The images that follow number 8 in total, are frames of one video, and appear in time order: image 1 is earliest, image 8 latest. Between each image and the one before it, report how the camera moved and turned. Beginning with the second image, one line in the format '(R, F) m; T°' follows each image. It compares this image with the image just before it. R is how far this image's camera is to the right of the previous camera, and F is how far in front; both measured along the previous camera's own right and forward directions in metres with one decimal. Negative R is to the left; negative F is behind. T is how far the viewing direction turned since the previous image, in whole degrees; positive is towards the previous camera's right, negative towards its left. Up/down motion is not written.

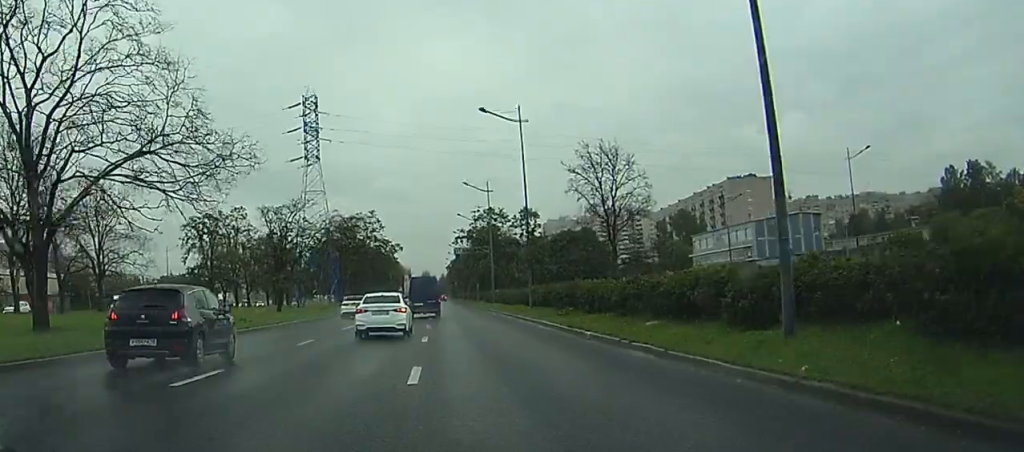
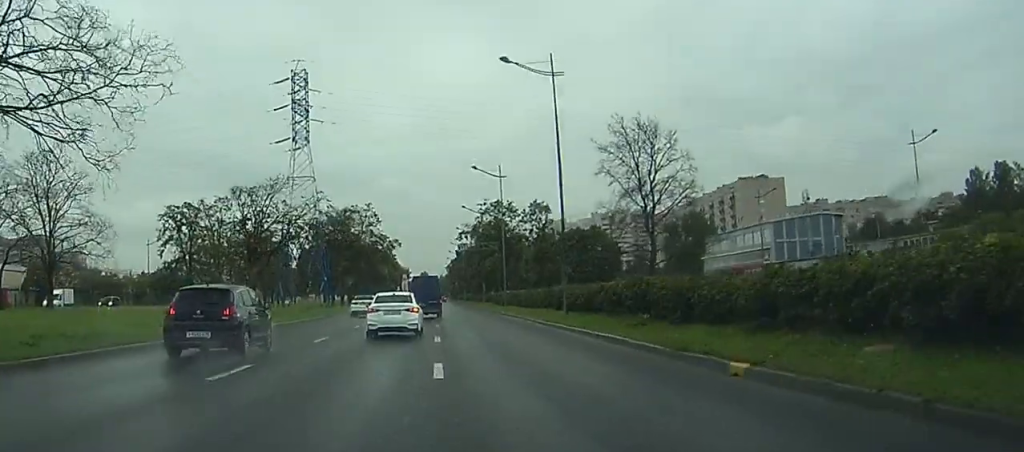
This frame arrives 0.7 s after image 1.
(-0.1, +11.5) m; 0°
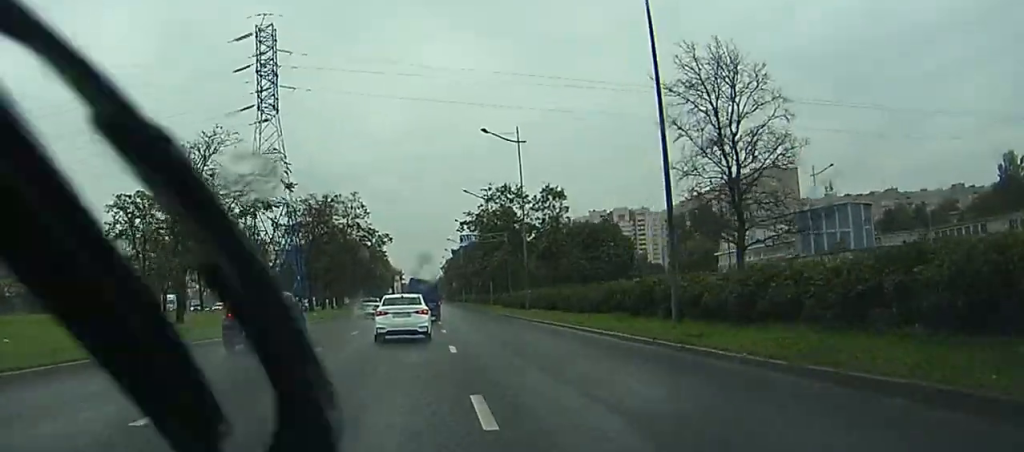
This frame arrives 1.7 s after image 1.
(0.0, +17.2) m; 0°
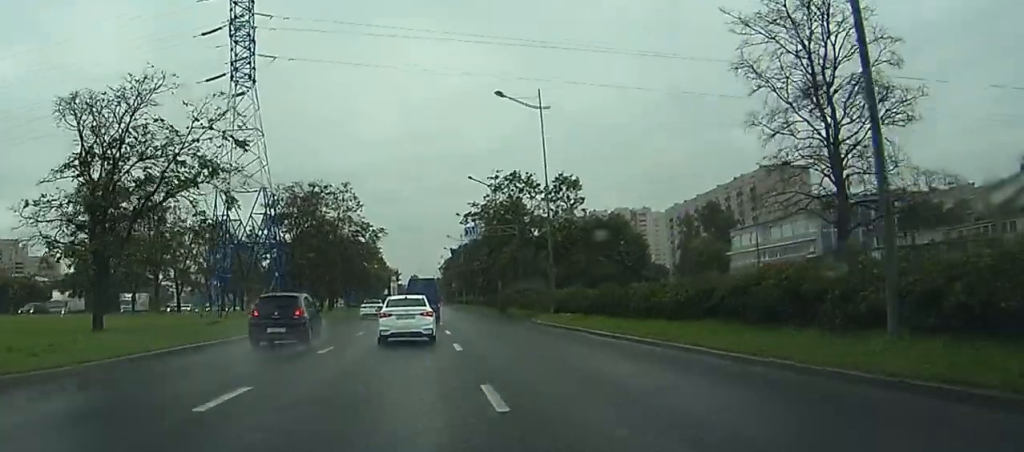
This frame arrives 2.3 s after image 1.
(+0.1, +10.8) m; 0°
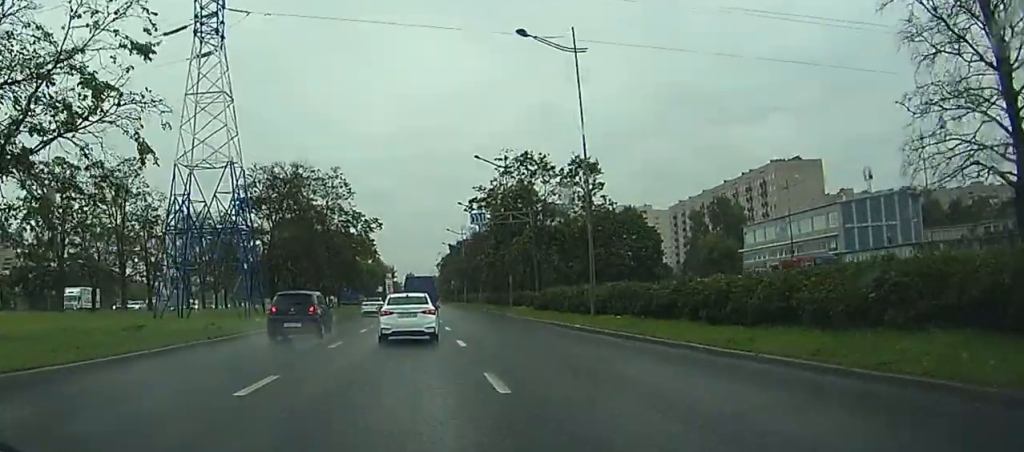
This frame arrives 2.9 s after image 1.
(0.0, +10.7) m; 0°
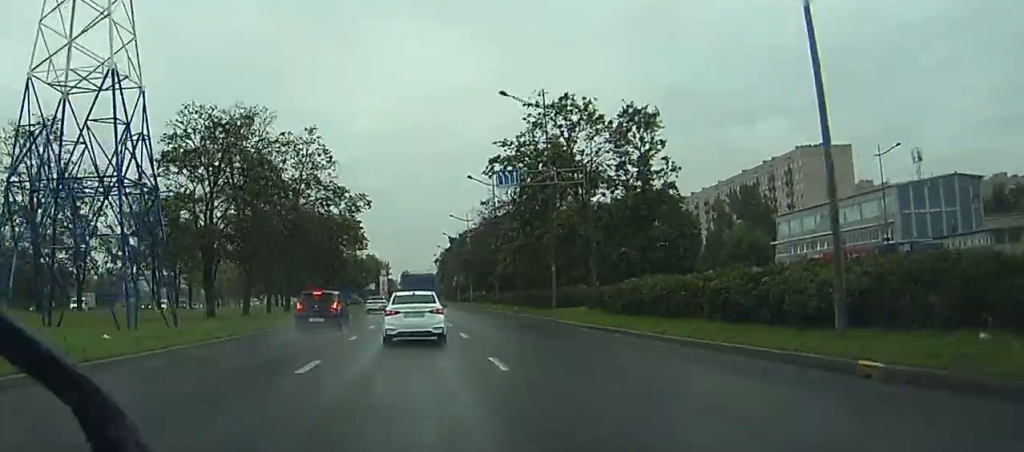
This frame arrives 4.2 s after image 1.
(+0.1, +20.7) m; 0°
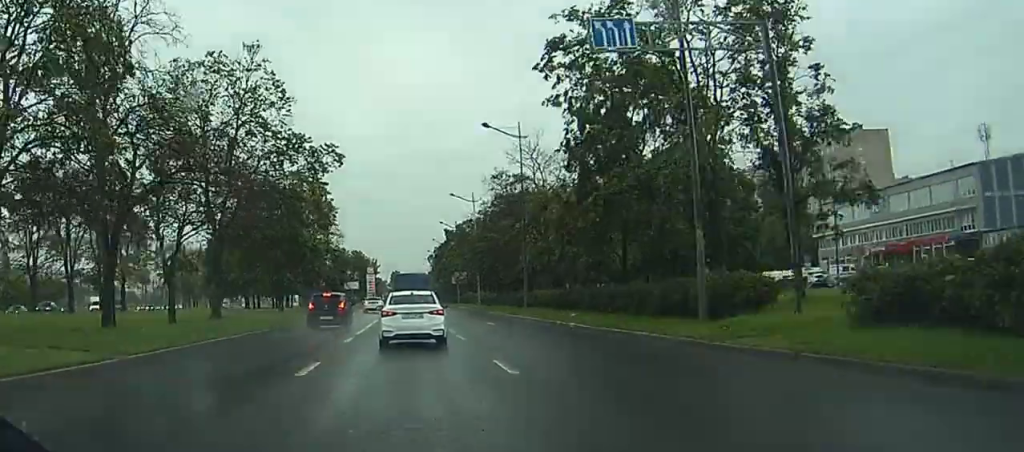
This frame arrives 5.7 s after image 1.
(+0.1, +24.8) m; 0°
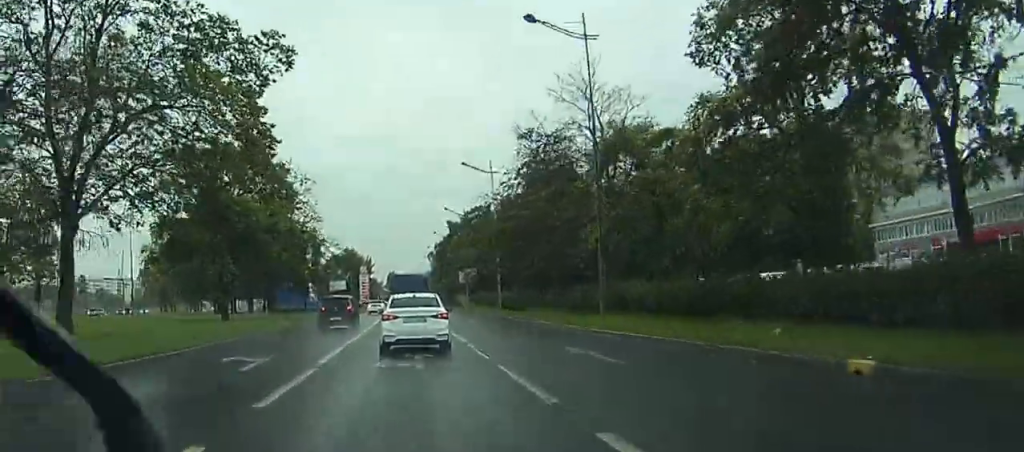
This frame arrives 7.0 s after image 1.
(0.0, +22.0) m; 0°
